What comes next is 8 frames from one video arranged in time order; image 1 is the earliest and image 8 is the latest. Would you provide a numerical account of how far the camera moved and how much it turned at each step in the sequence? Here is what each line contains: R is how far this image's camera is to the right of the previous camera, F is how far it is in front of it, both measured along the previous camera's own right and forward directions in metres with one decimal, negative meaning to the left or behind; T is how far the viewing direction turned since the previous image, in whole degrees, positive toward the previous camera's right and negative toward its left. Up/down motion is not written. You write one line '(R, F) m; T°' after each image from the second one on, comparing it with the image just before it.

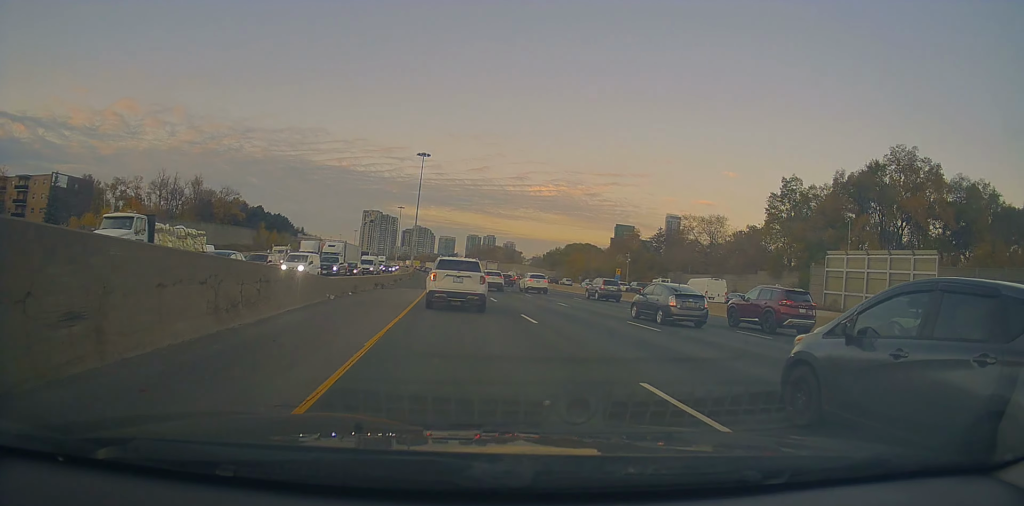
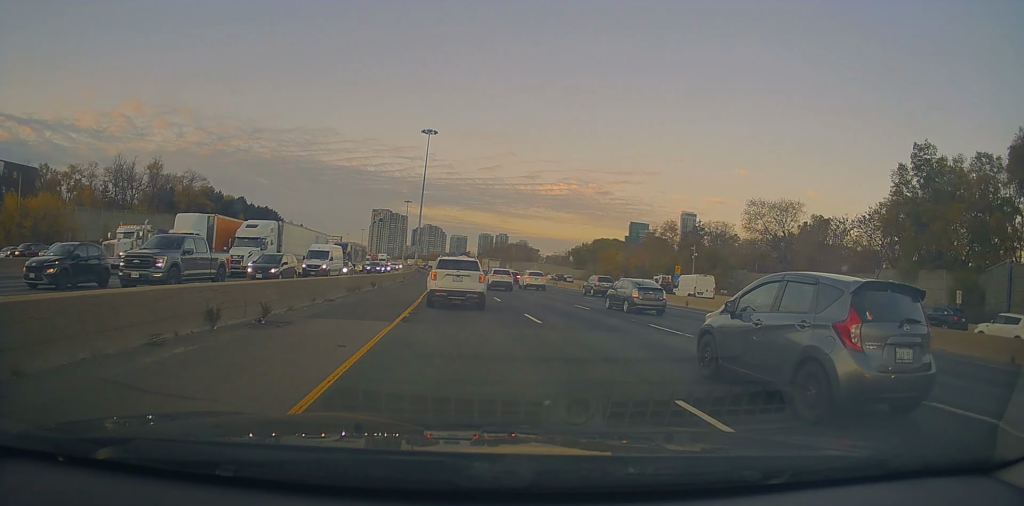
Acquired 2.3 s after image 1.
(+0.1, +25.2) m; 0°
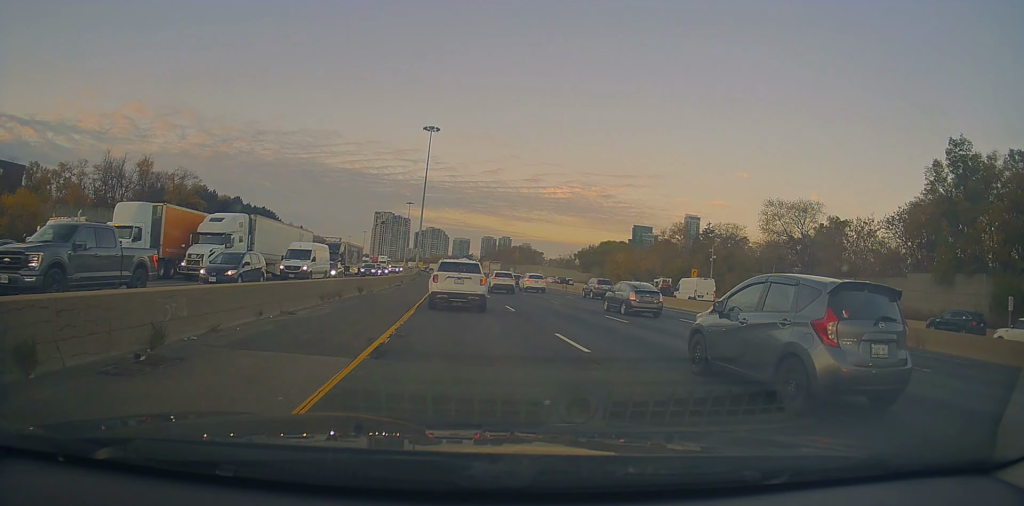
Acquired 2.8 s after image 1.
(-0.1, +5.2) m; 0°
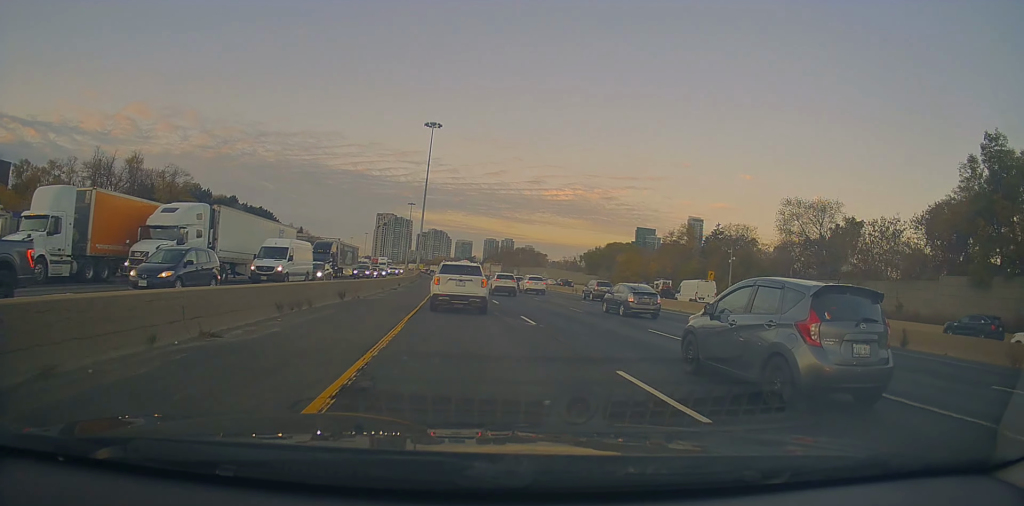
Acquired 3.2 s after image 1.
(-0.1, +4.8) m; 0°
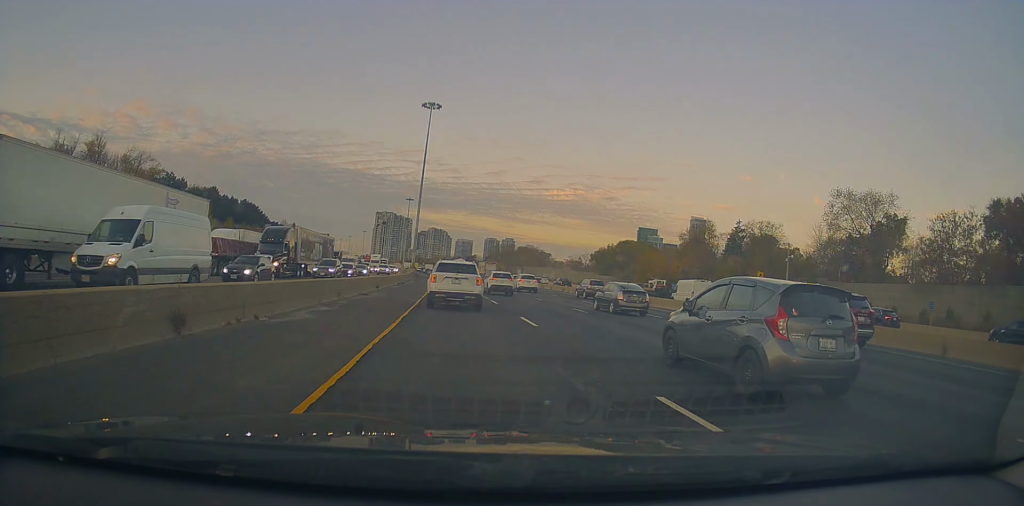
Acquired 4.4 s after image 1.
(+0.1, +13.4) m; -1°
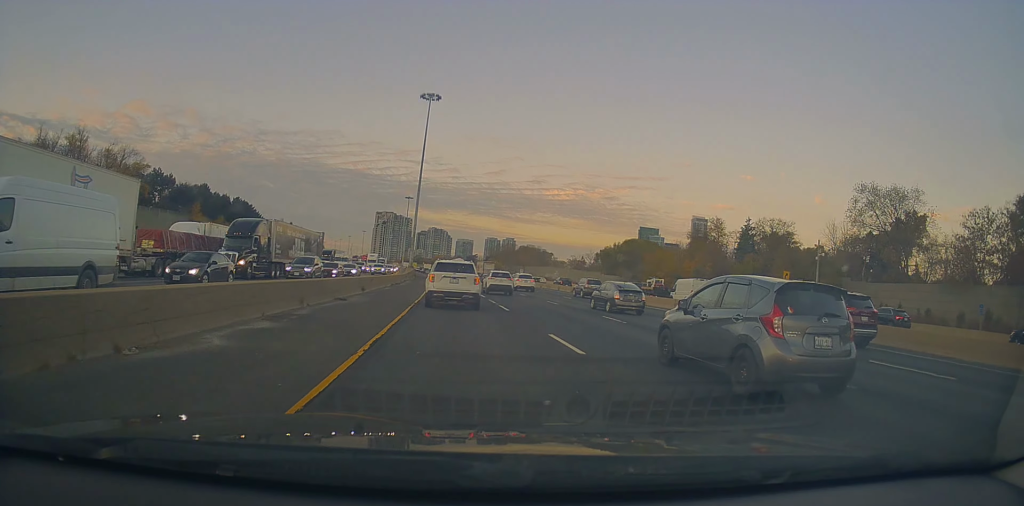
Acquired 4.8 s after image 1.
(-0.1, +5.6) m; -1°
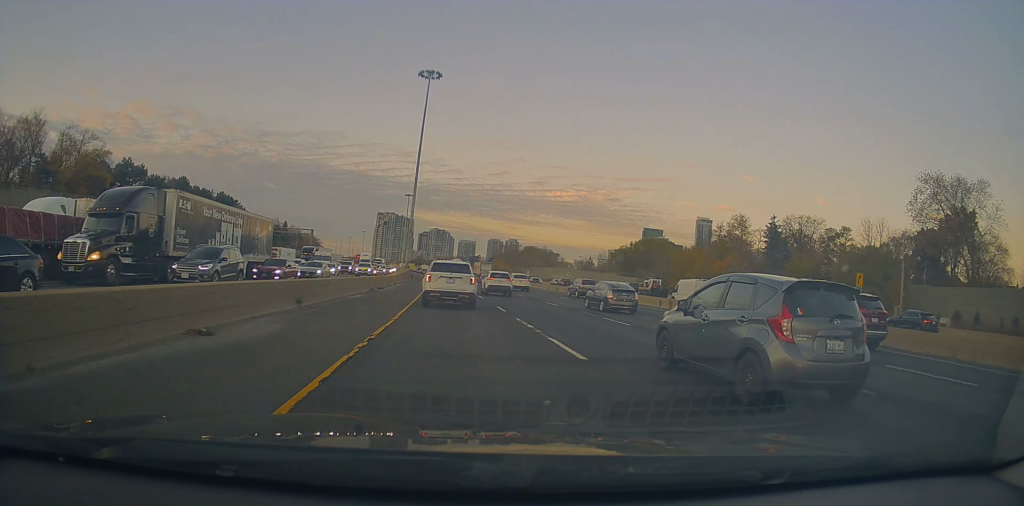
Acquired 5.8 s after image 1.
(-0.2, +12.1) m; -1°
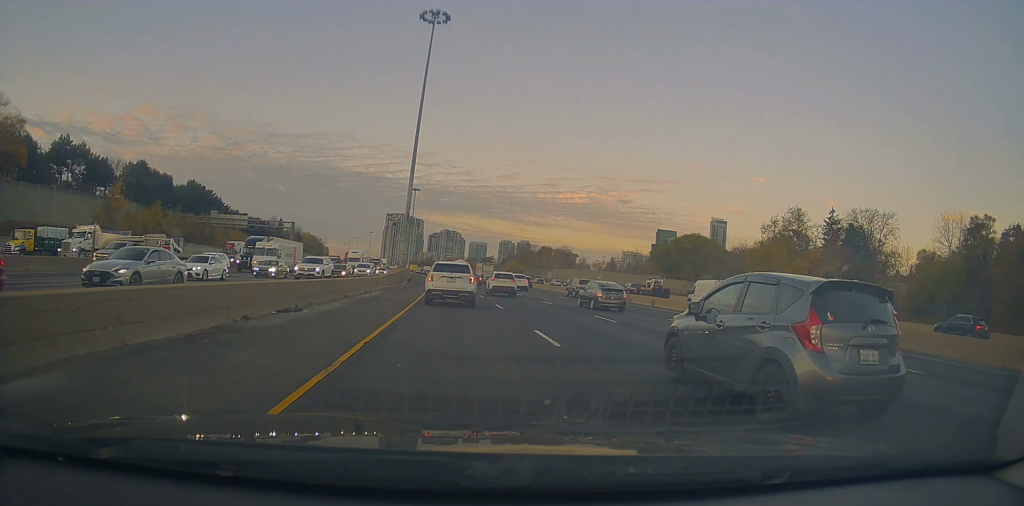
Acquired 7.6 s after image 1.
(+0.2, +21.8) m; +1°
